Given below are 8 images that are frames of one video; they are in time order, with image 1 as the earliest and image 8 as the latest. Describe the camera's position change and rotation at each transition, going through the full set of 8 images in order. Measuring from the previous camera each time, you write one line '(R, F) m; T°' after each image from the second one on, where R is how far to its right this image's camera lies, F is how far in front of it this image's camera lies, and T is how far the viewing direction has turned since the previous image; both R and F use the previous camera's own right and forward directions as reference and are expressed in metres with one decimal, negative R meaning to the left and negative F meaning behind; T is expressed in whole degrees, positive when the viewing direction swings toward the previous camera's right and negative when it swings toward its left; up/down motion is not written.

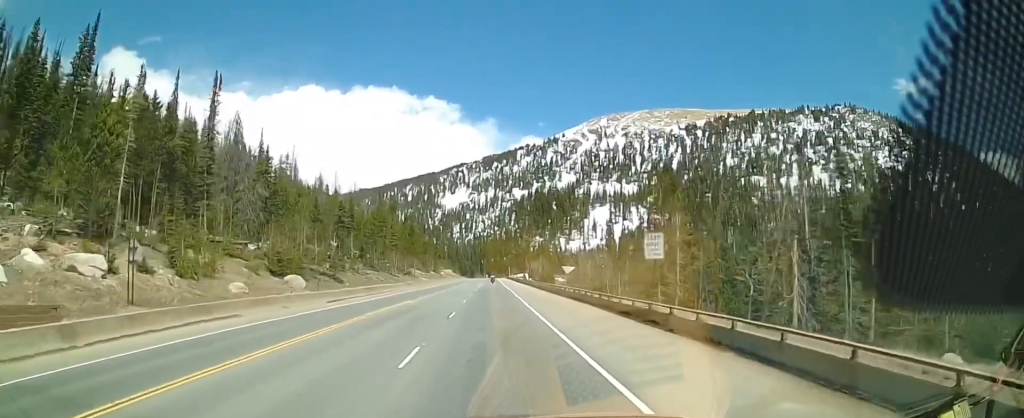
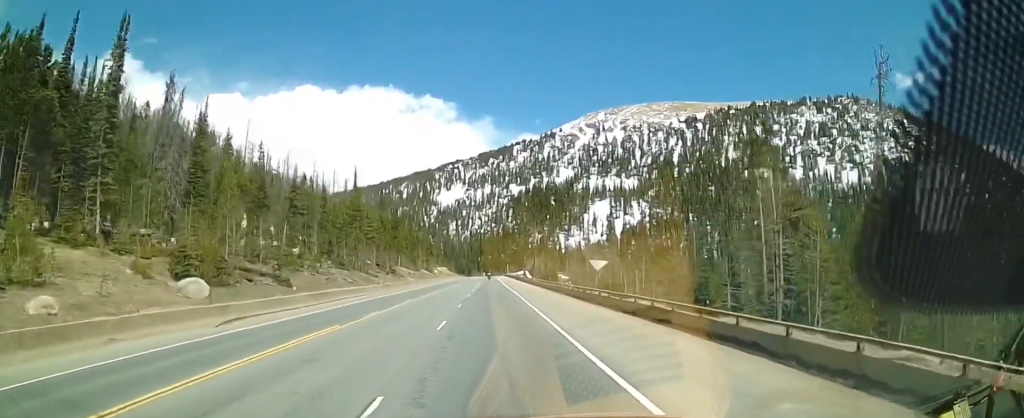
(-0.4, +17.9) m; +2°
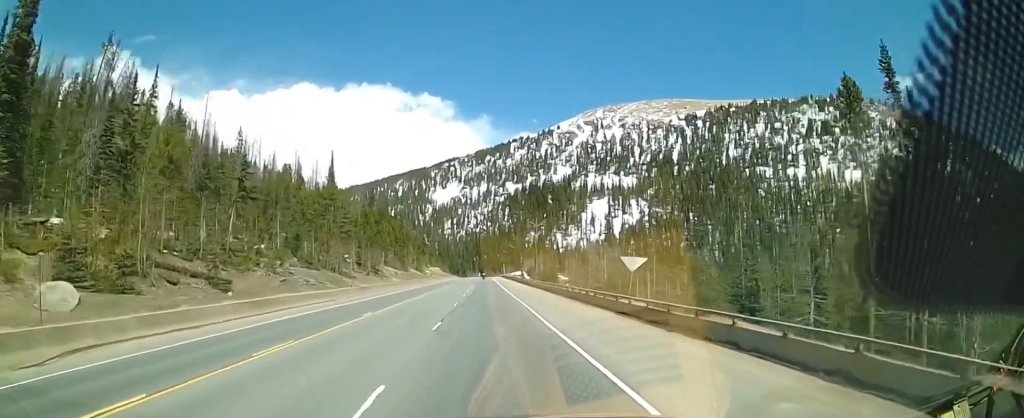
(+0.4, +12.1) m; +1°
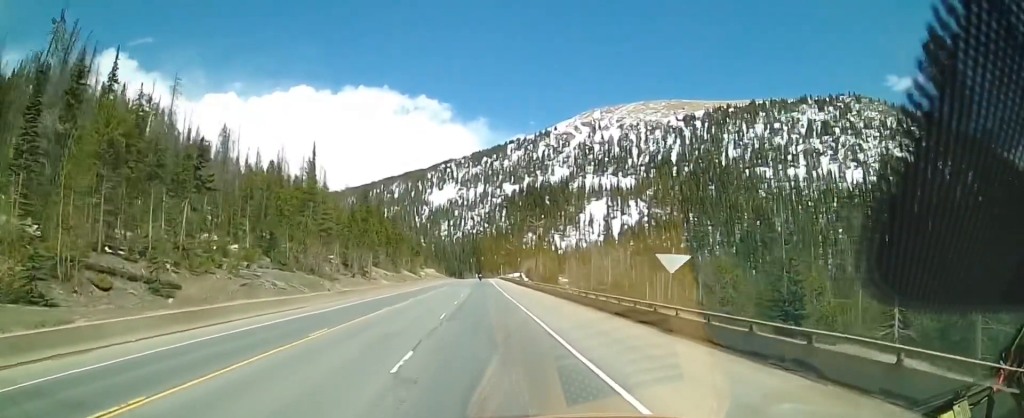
(-0.2, +7.5) m; 0°
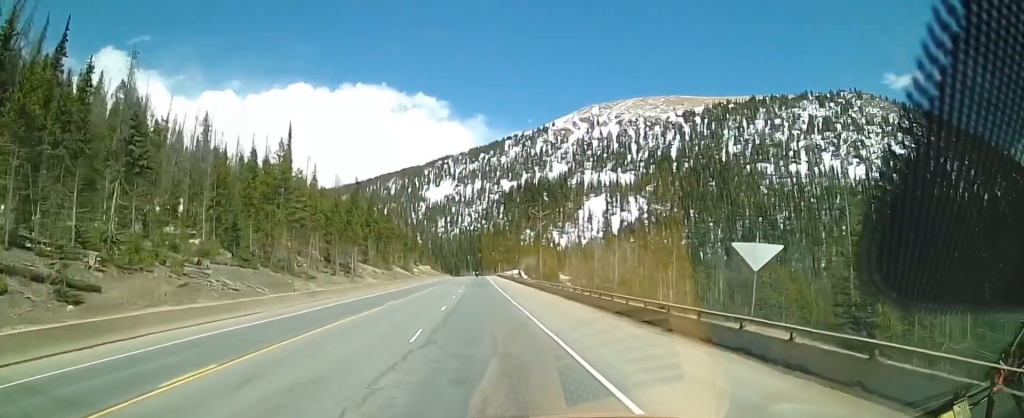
(+0.2, +8.5) m; -1°
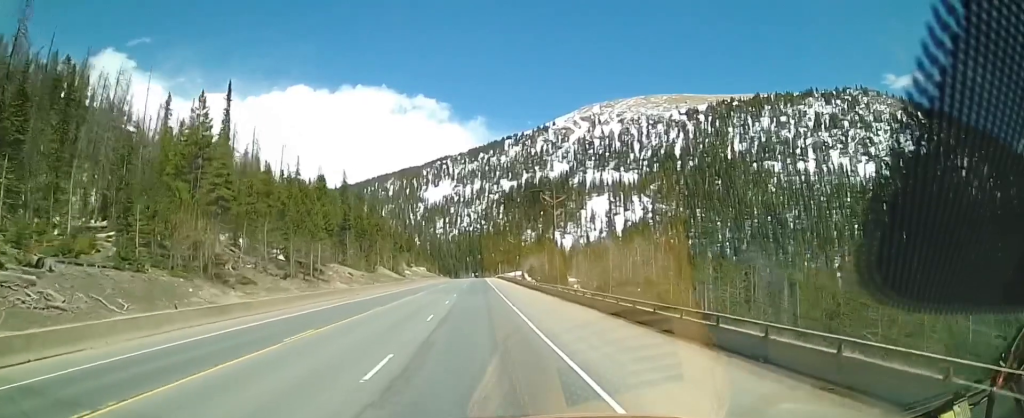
(-0.7, +17.0) m; -2°
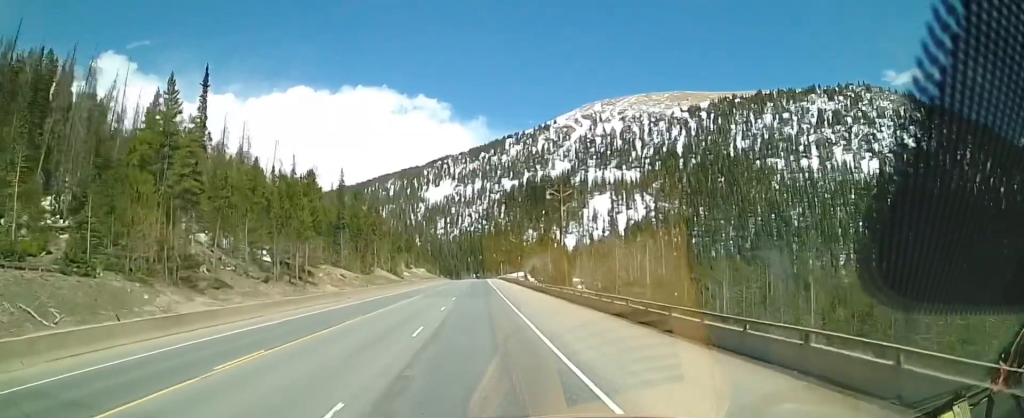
(0.0, +4.8) m; +1°
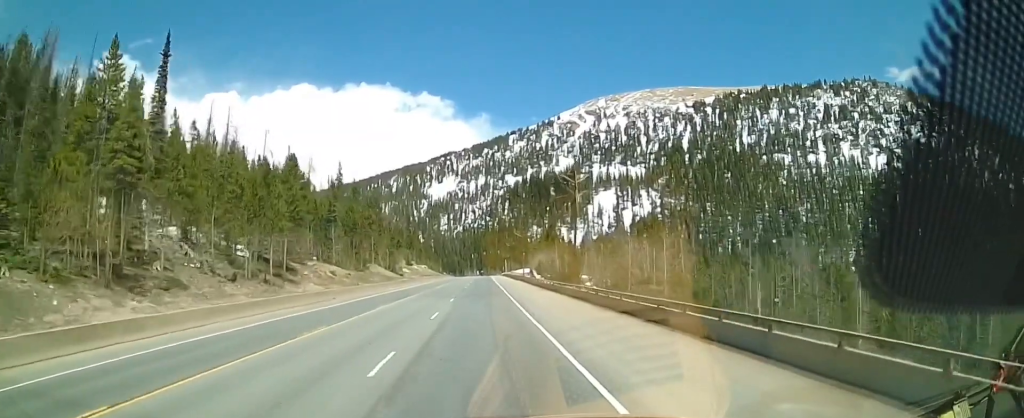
(+0.1, +7.2) m; +2°
